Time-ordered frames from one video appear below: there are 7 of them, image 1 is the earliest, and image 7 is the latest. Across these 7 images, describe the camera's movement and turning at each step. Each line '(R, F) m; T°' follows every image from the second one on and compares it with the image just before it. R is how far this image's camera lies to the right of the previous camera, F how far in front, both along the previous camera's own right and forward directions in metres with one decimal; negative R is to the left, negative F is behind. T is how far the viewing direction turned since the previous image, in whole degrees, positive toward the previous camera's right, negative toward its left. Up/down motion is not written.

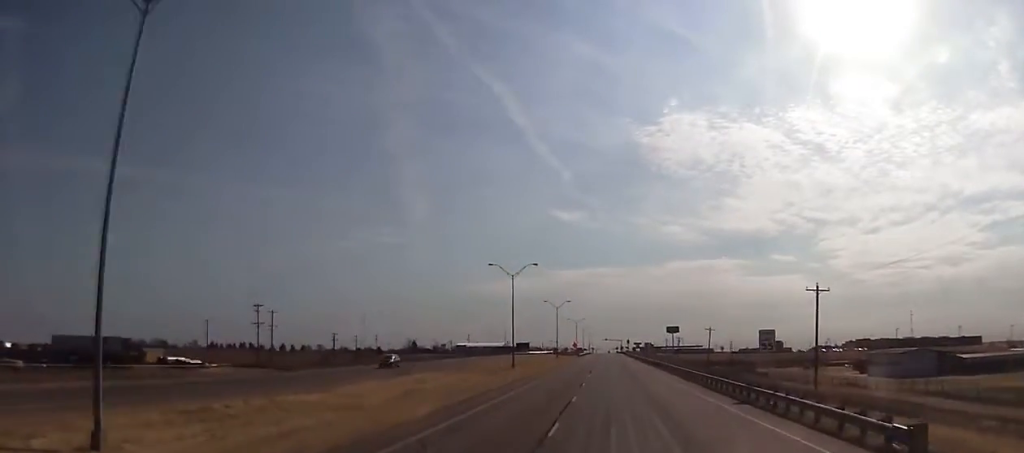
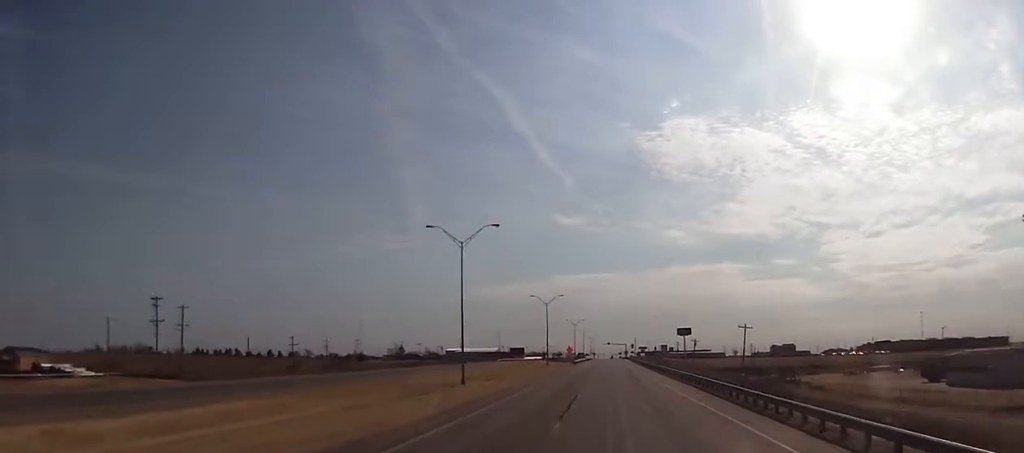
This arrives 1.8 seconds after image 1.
(+0.2, +36.2) m; +1°
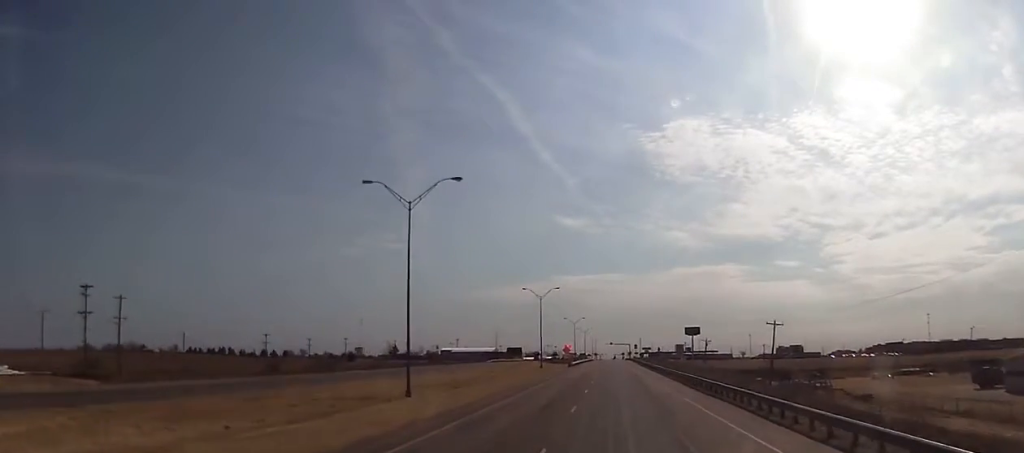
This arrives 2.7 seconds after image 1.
(+0.1, +18.6) m; -1°
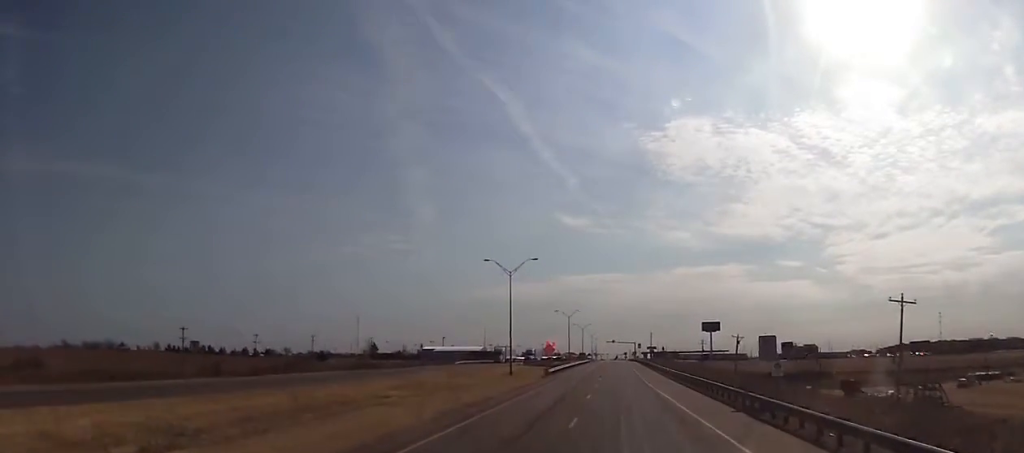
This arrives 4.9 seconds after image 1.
(-0.7, +41.9) m; -1°
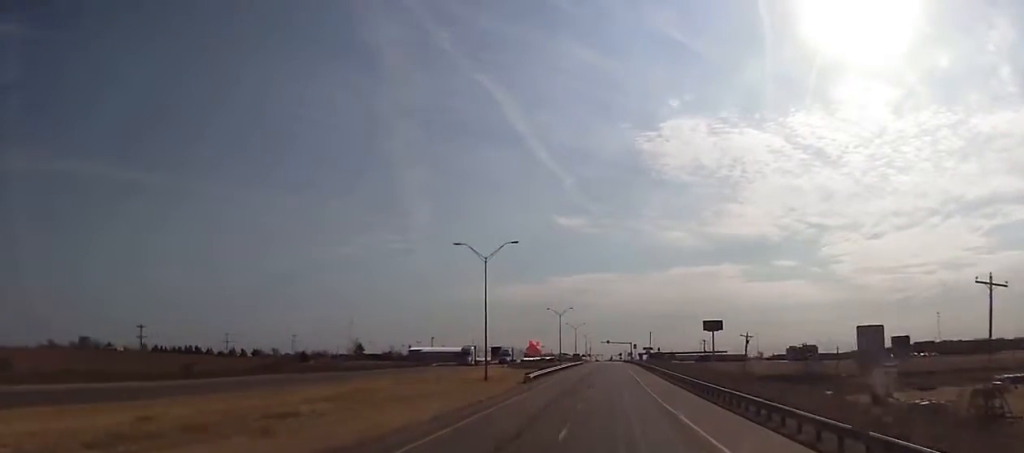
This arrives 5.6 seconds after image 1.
(+0.1, +14.2) m; 0°
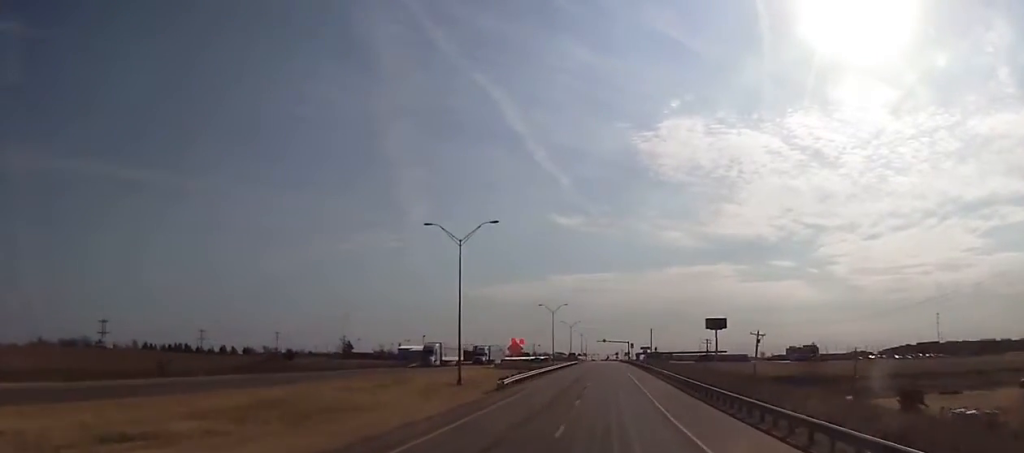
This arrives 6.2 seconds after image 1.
(-0.3, +11.5) m; 0°
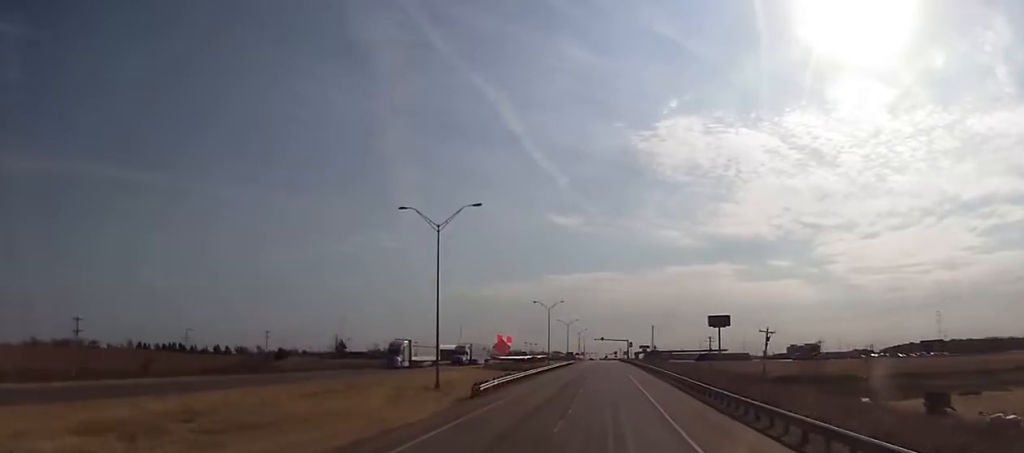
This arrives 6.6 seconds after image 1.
(+0.2, +7.7) m; +1°
